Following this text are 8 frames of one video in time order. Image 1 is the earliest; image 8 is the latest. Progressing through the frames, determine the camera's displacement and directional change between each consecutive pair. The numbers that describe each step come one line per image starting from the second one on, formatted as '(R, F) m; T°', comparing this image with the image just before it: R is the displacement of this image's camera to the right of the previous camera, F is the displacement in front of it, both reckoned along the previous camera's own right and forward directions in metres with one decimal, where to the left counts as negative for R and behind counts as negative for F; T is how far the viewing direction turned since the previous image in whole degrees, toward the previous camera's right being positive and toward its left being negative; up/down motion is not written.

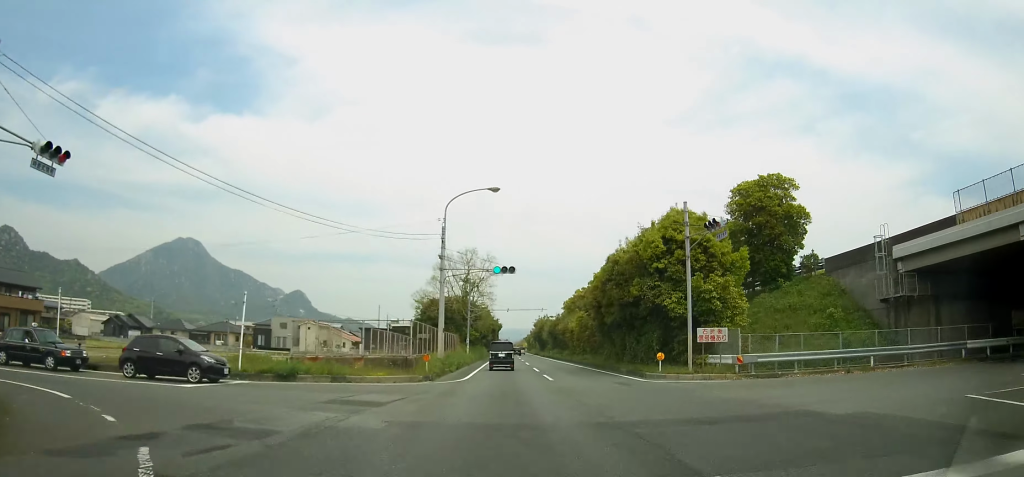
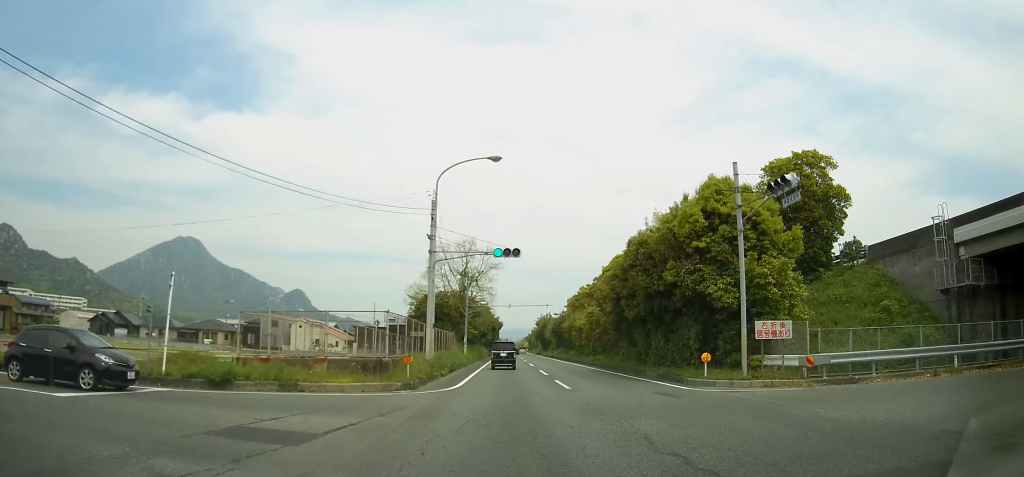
(0.0, +5.5) m; 0°
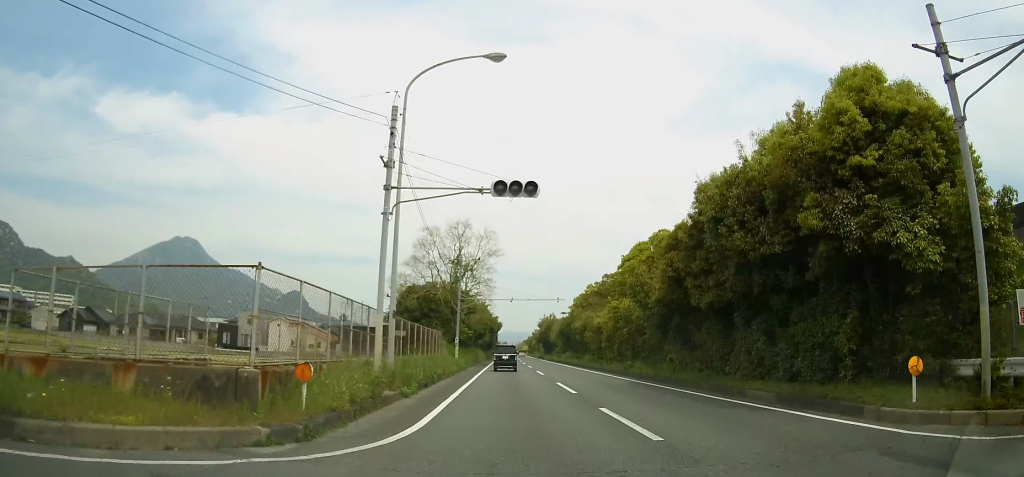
(+0.1, +10.6) m; 0°
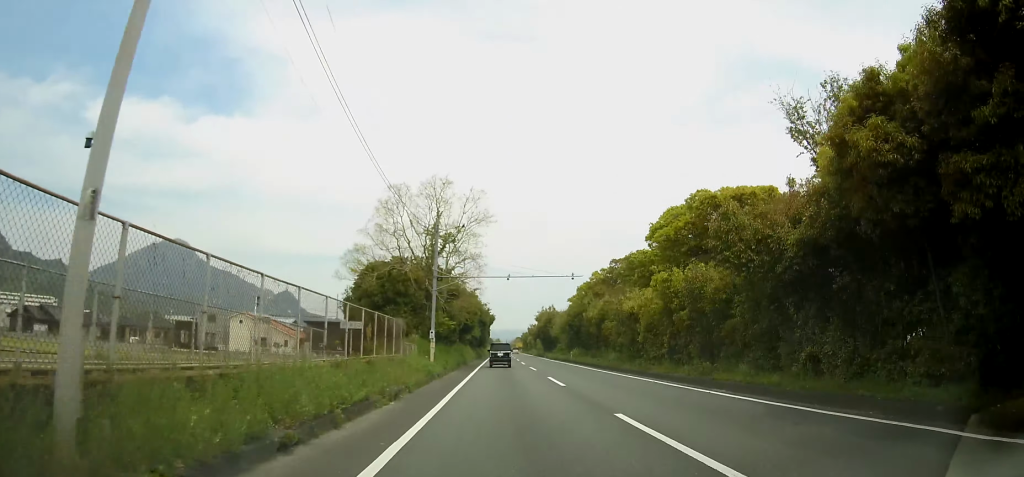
(0.0, +12.7) m; 0°
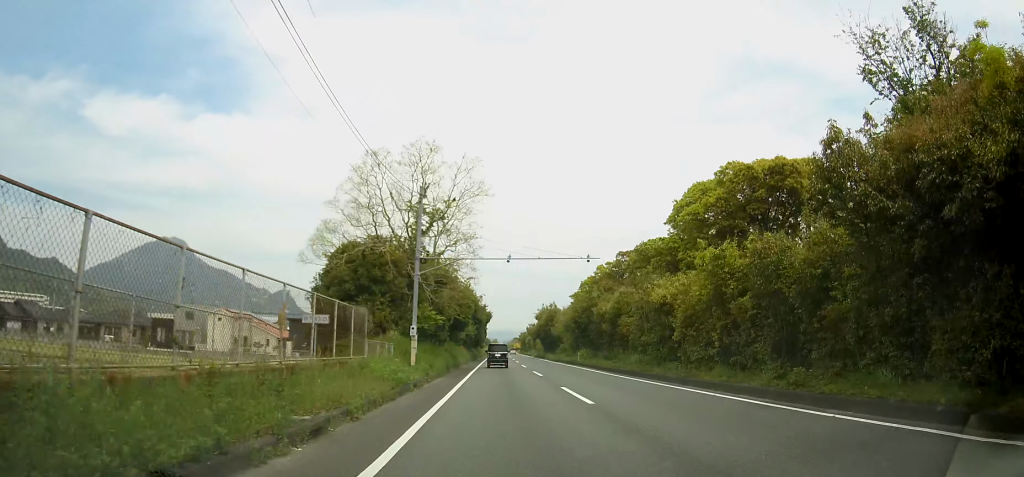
(0.0, +6.1) m; 0°
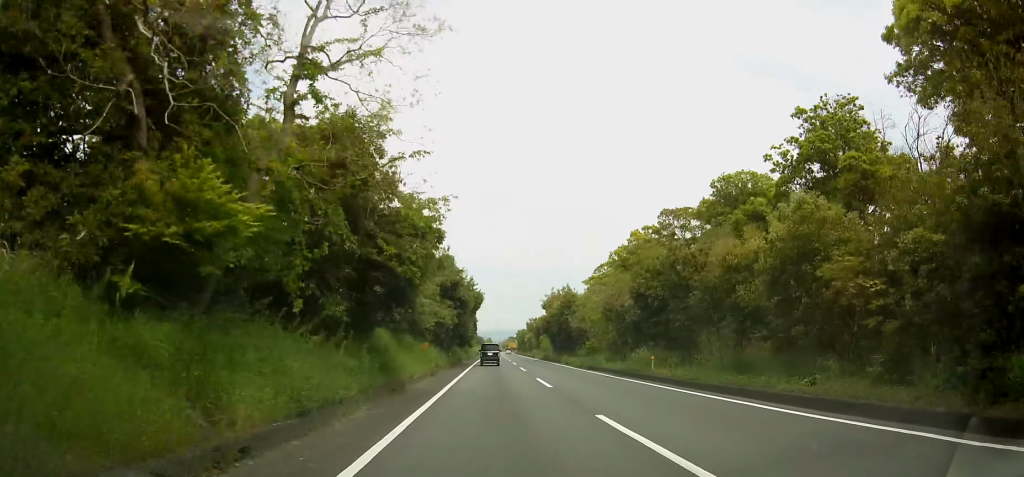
(+0.3, +22.0) m; +1°
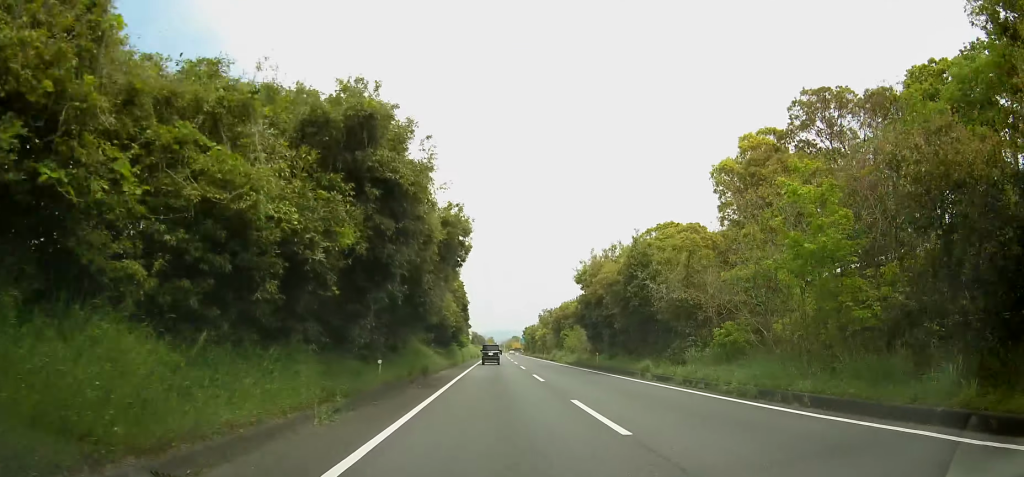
(0.0, +26.0) m; -1°
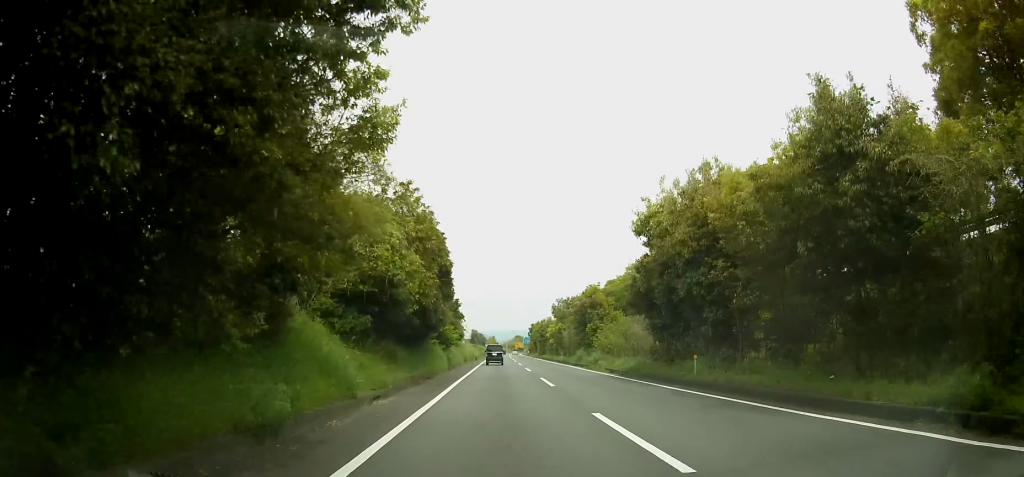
(-0.3, +17.1) m; -1°
